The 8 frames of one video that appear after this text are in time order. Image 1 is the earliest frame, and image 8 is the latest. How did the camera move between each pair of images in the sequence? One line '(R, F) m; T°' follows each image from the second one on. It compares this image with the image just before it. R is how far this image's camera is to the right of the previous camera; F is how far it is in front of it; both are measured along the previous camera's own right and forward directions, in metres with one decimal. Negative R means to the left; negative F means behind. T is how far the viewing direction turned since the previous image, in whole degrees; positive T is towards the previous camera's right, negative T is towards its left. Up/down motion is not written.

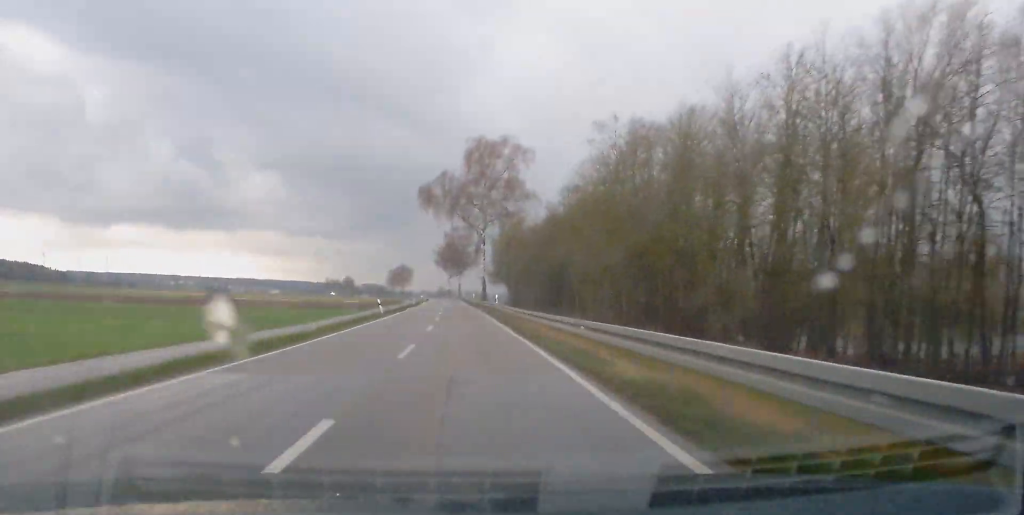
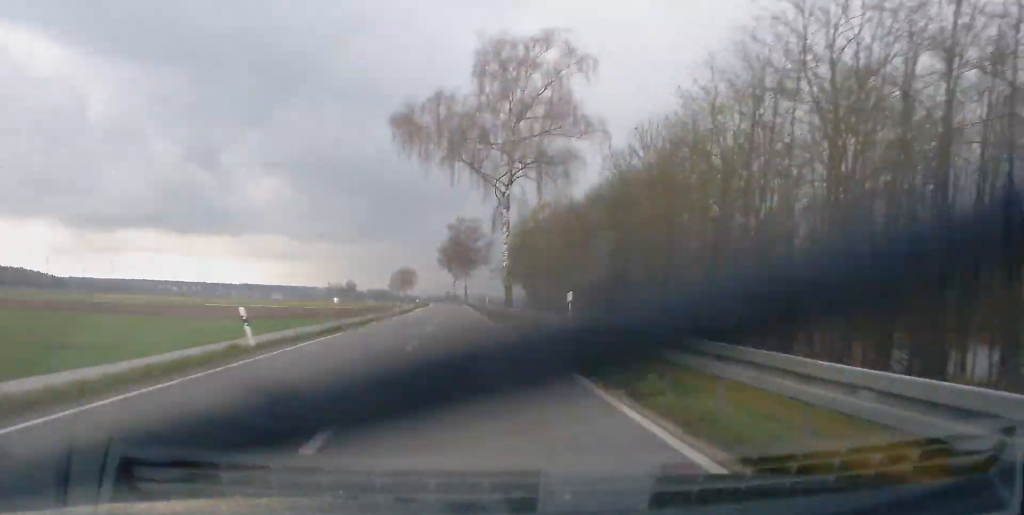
(-0.3, +31.9) m; -1°
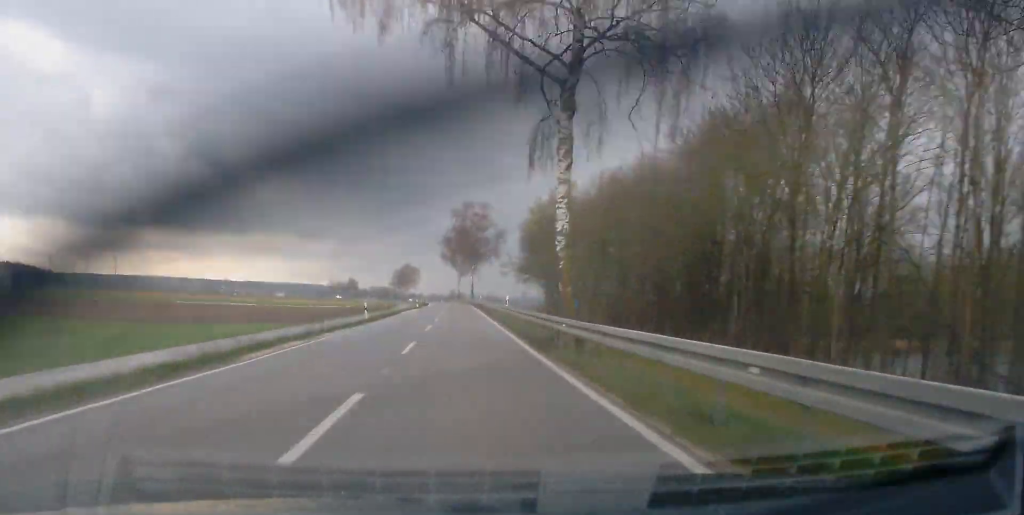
(-0.1, +24.2) m; 0°
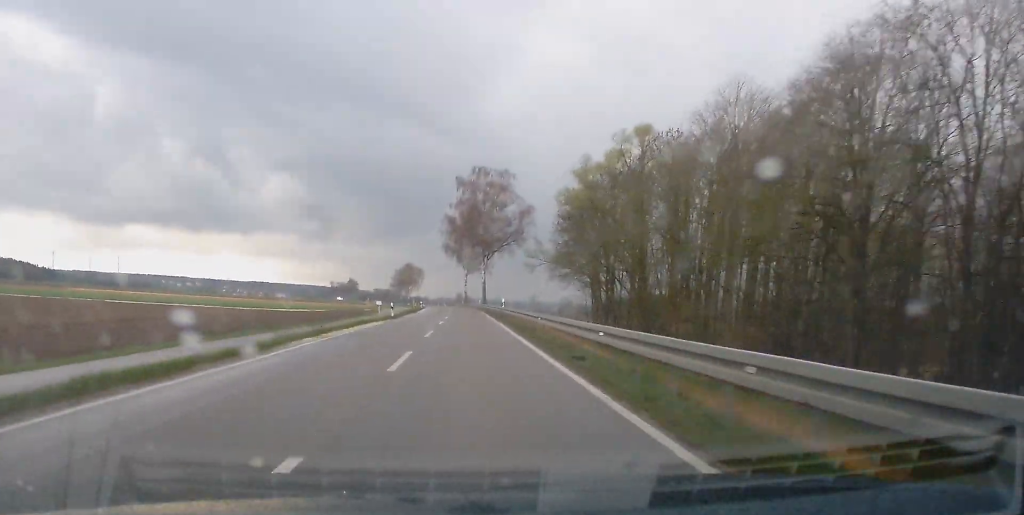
(-0.1, +40.0) m; 0°
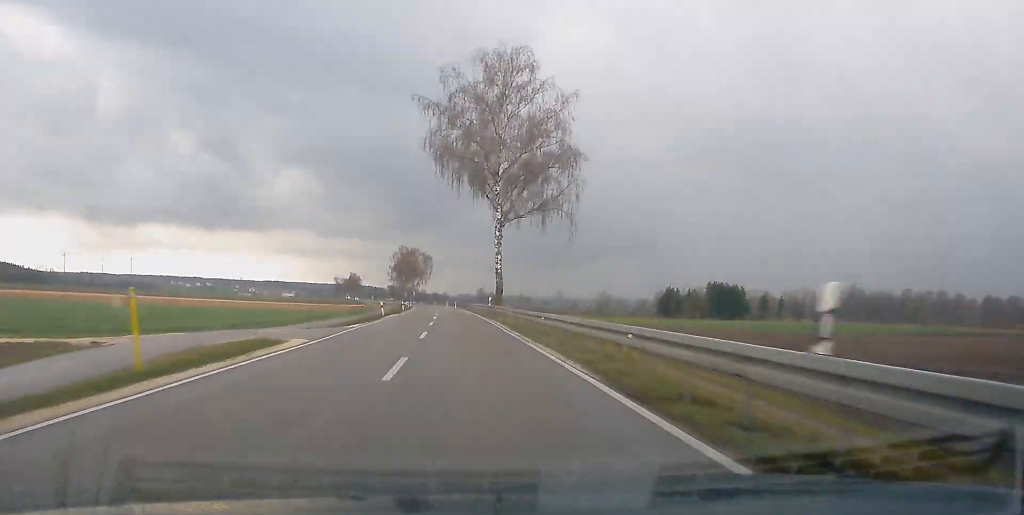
(-1.3, +98.0) m; -2°
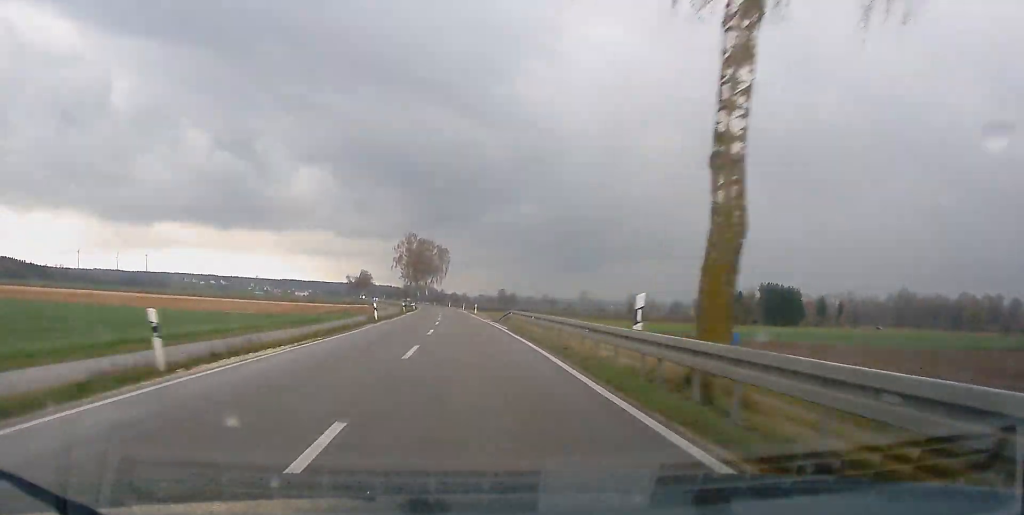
(-0.7, +44.6) m; -1°
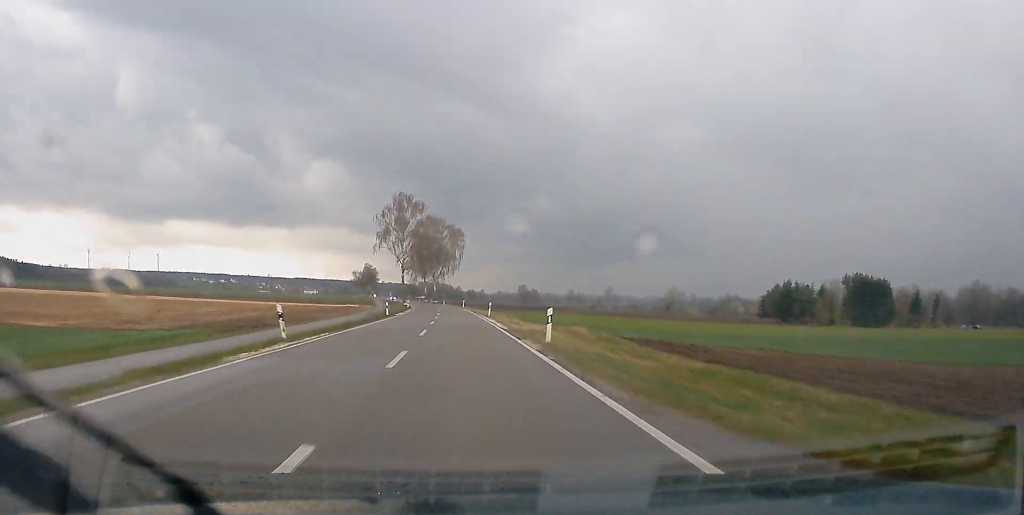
(-0.5, +62.9) m; -1°
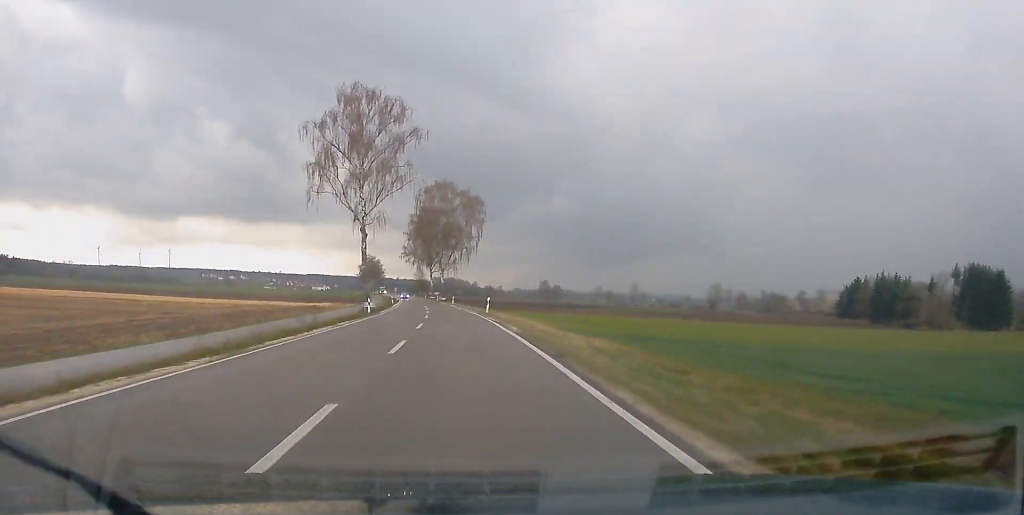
(-0.9, +58.3) m; -2°
